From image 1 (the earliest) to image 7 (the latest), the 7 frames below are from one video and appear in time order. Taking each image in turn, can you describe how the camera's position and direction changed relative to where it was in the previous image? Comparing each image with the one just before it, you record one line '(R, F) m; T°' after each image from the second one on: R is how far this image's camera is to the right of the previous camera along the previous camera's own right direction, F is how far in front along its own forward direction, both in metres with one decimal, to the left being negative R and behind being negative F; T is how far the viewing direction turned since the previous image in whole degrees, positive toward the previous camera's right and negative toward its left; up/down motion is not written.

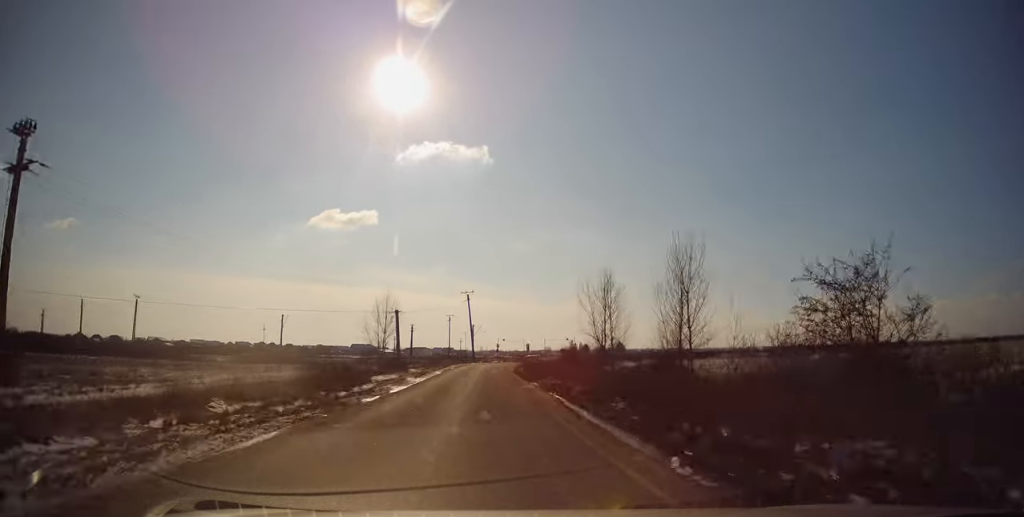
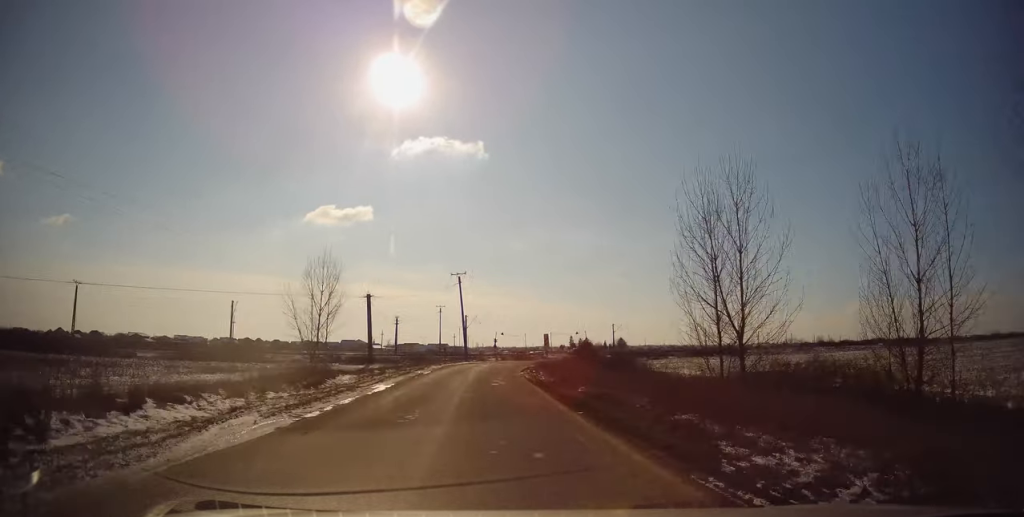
(+0.2, +20.2) m; +1°
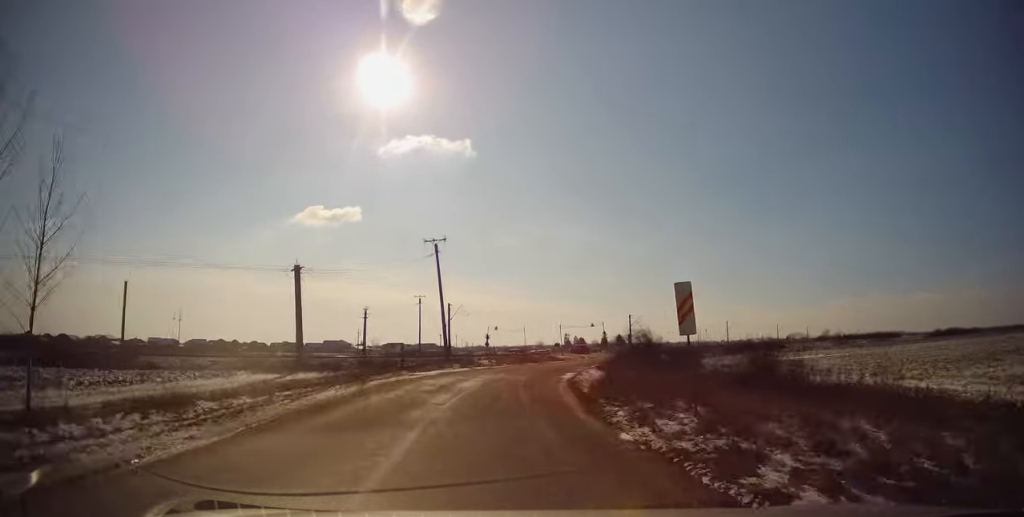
(+0.1, +26.4) m; +1°
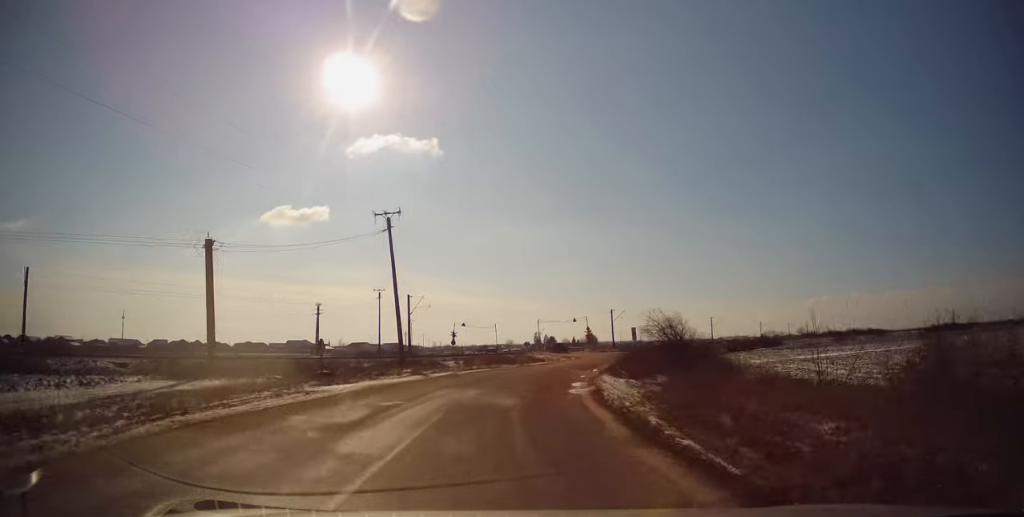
(-0.1, +12.6) m; +3°
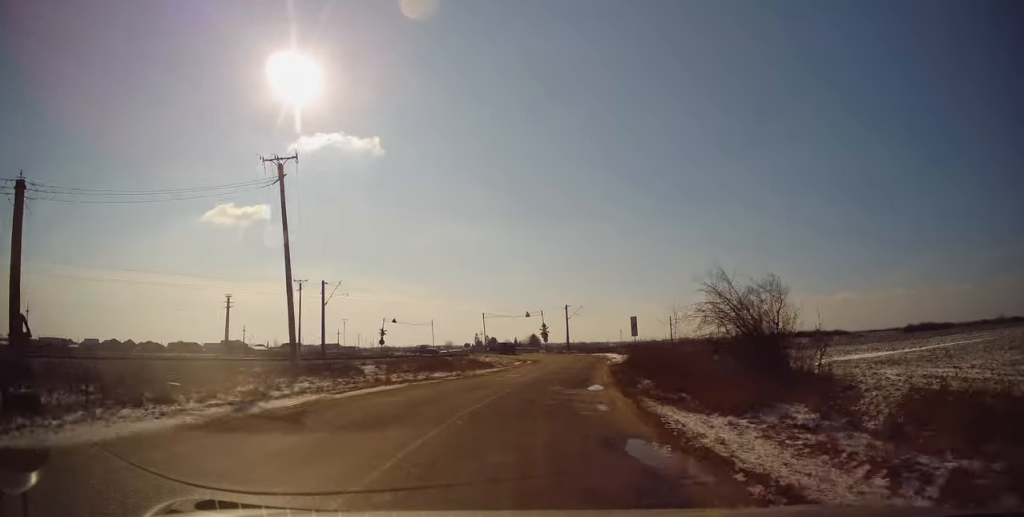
(+0.7, +15.3) m; +7°
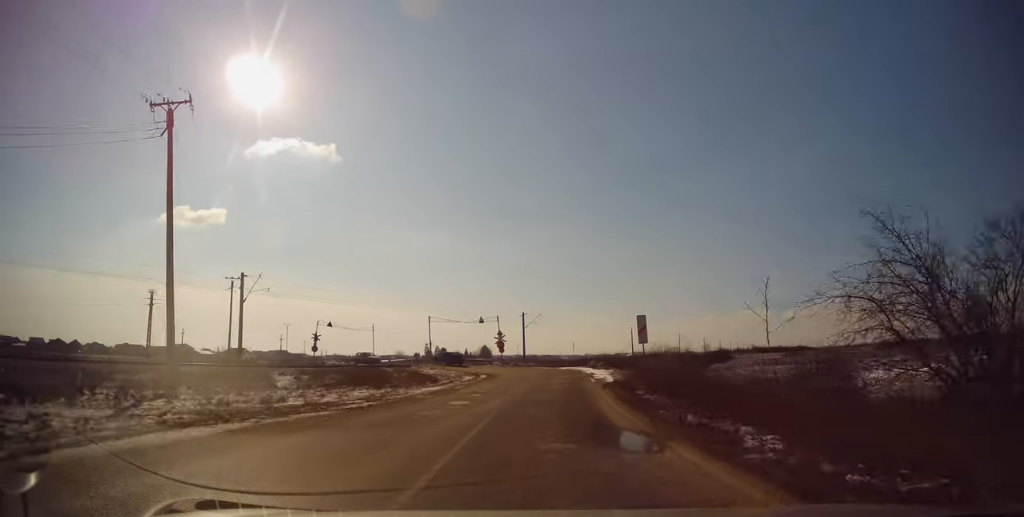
(+0.7, +9.3) m; +6°
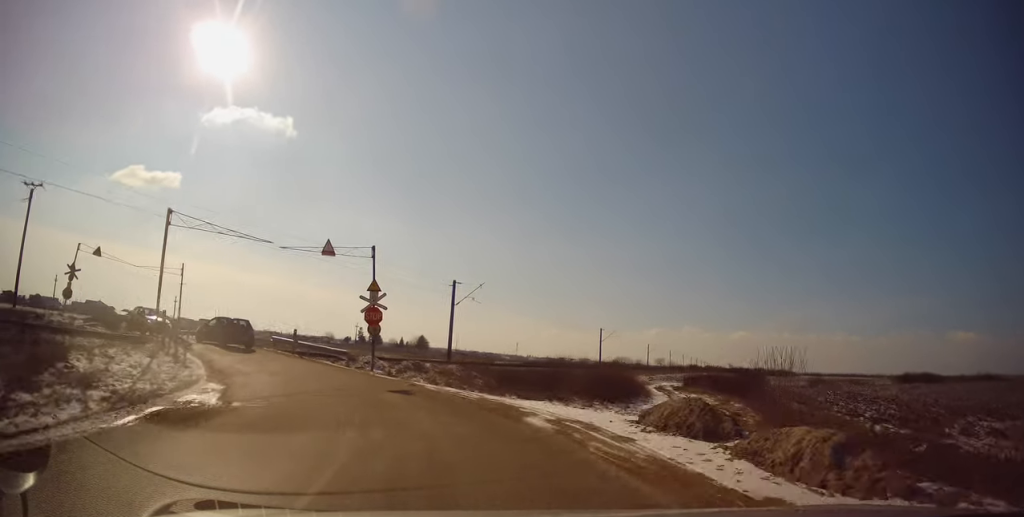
(+3.0, +32.9) m; +2°
